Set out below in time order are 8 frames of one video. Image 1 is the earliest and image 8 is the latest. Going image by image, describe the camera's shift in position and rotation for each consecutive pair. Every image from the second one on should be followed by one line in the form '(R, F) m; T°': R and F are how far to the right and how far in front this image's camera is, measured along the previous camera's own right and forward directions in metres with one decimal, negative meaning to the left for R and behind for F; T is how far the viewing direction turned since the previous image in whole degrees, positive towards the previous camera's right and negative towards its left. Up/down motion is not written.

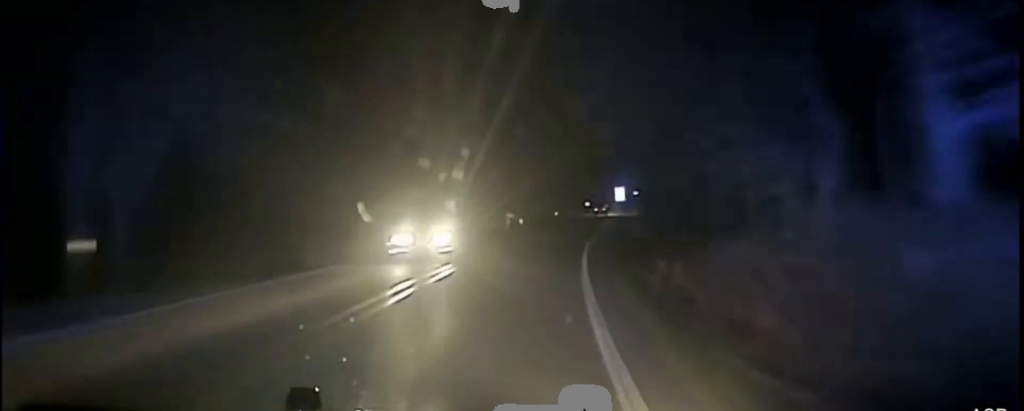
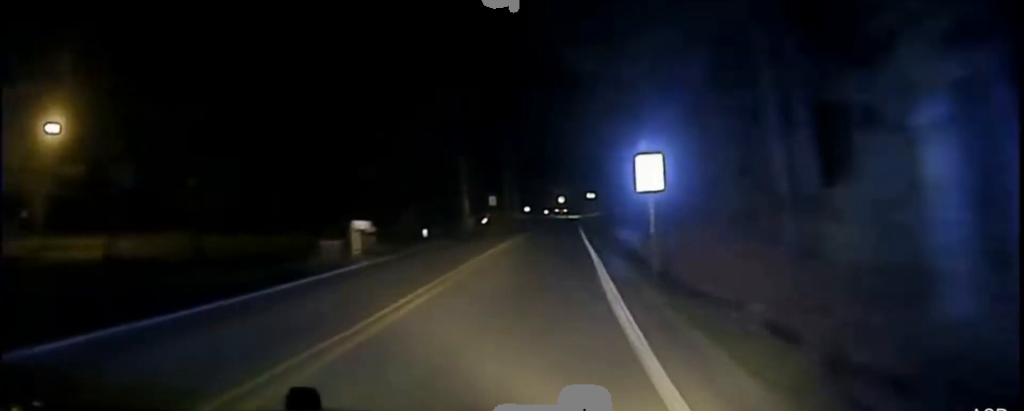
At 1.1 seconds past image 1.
(+1.5, +38.8) m; +4°
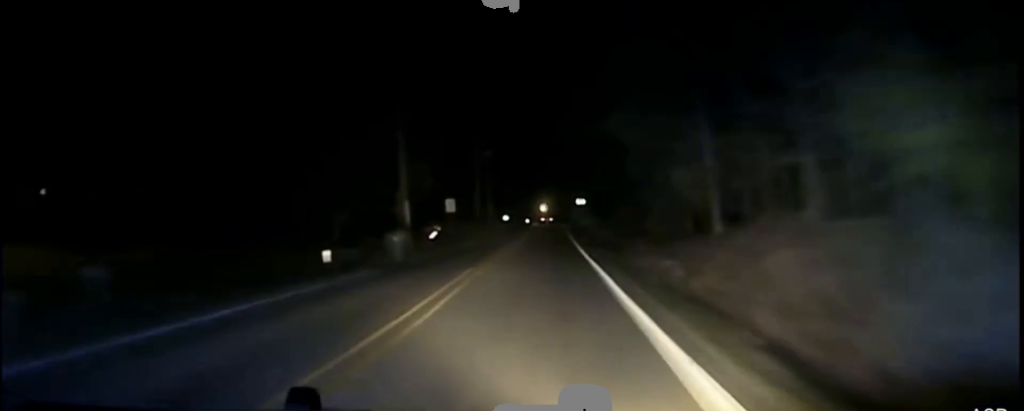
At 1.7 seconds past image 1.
(+0.1, +25.9) m; +2°
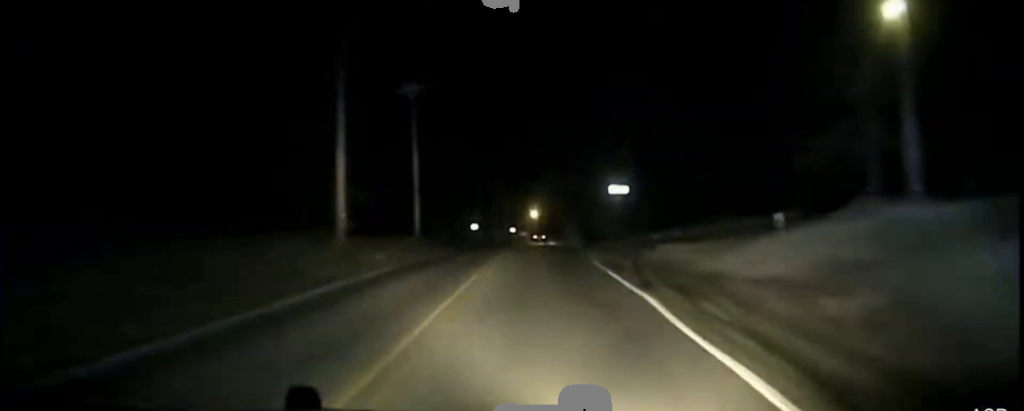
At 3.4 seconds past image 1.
(+2.5, +69.3) m; +3°
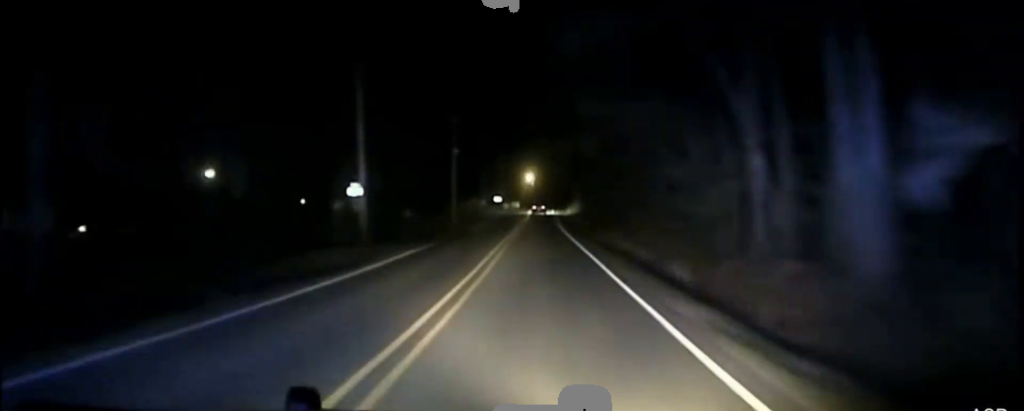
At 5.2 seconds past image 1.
(+0.6, +75.9) m; 0°
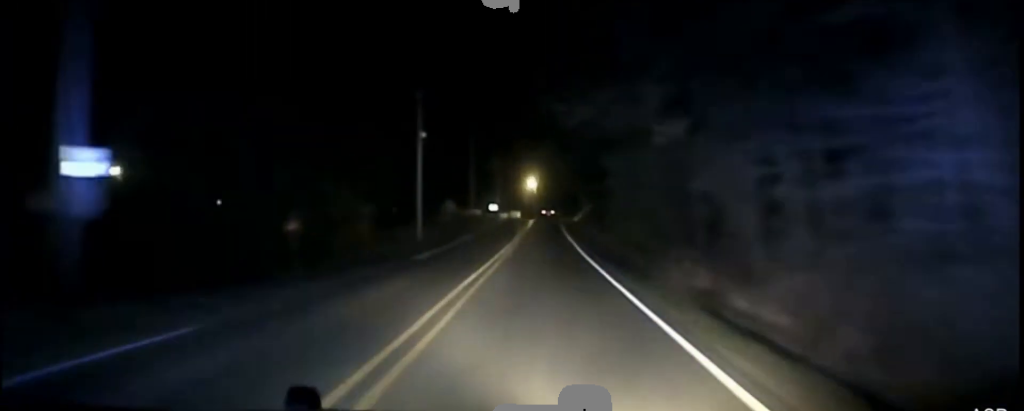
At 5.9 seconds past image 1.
(-0.1, +25.6) m; 0°
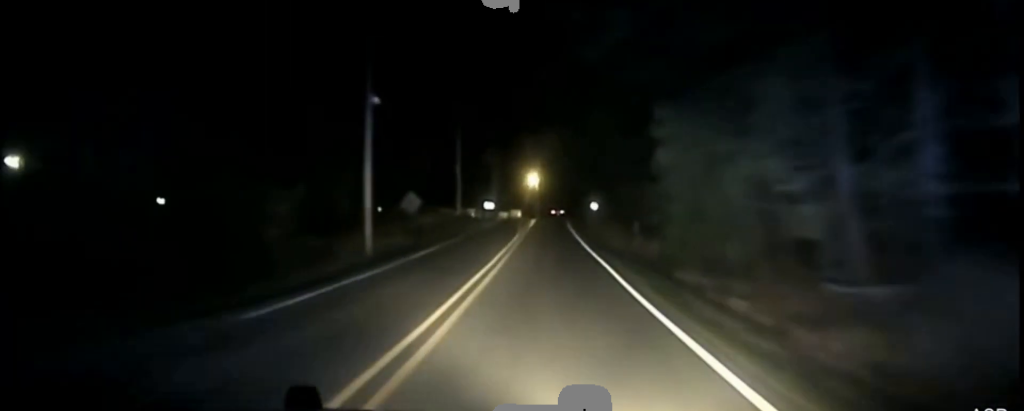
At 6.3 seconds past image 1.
(-0.1, +18.8) m; 0°
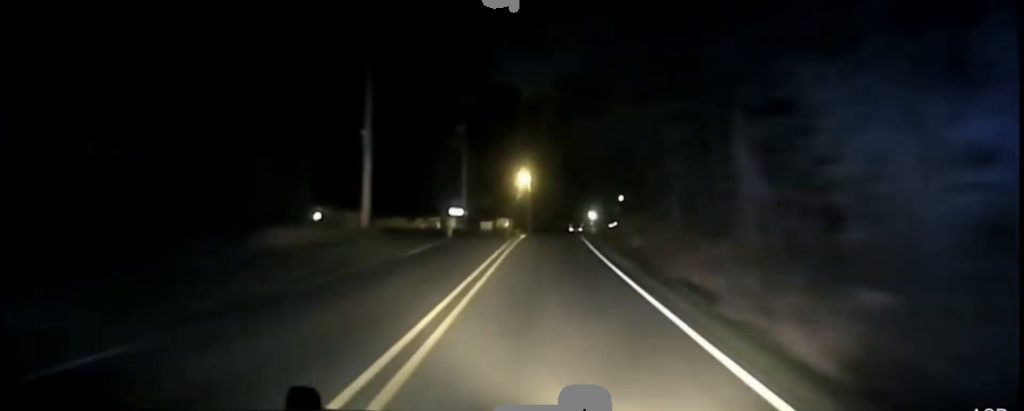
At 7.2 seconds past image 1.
(-0.1, +37.6) m; +1°
